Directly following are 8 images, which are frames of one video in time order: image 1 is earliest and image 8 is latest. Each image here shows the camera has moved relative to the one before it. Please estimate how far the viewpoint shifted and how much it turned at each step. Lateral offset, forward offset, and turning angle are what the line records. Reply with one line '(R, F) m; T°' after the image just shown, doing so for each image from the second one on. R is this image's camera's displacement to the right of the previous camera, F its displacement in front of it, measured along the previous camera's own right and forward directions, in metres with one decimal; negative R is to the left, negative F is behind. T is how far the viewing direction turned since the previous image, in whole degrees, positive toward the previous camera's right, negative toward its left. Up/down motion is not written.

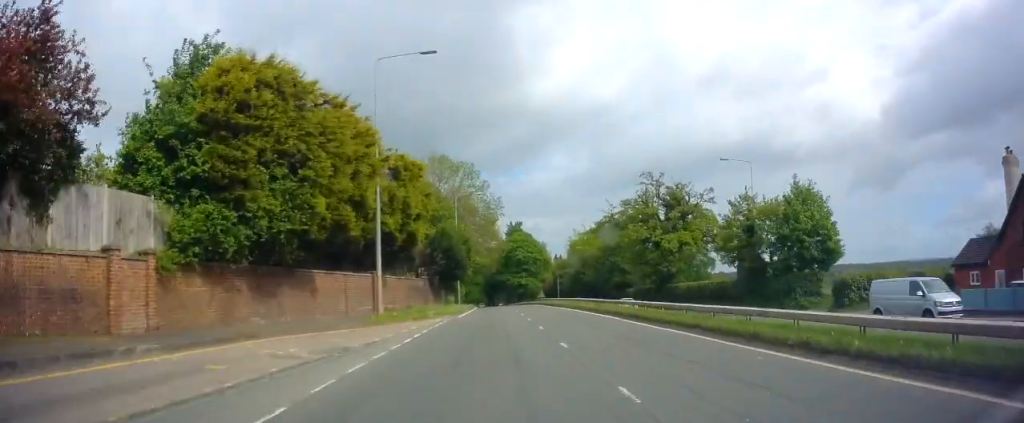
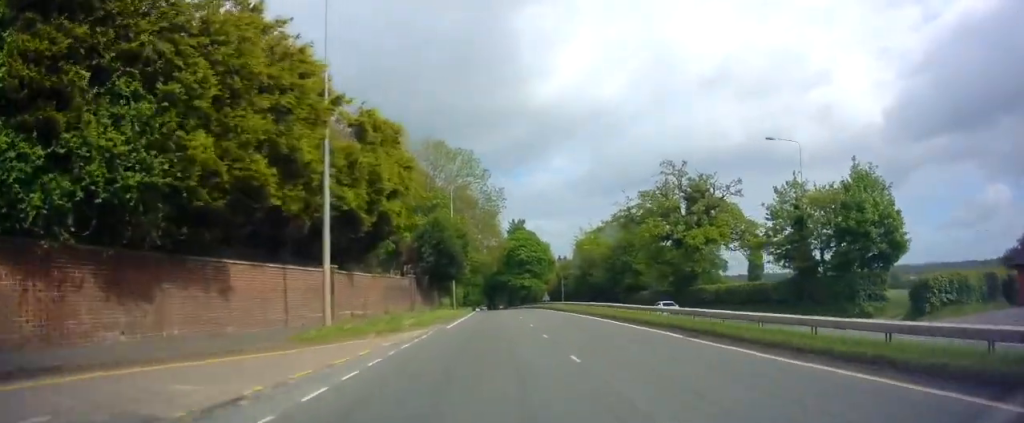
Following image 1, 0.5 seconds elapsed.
(0.0, +8.0) m; 0°
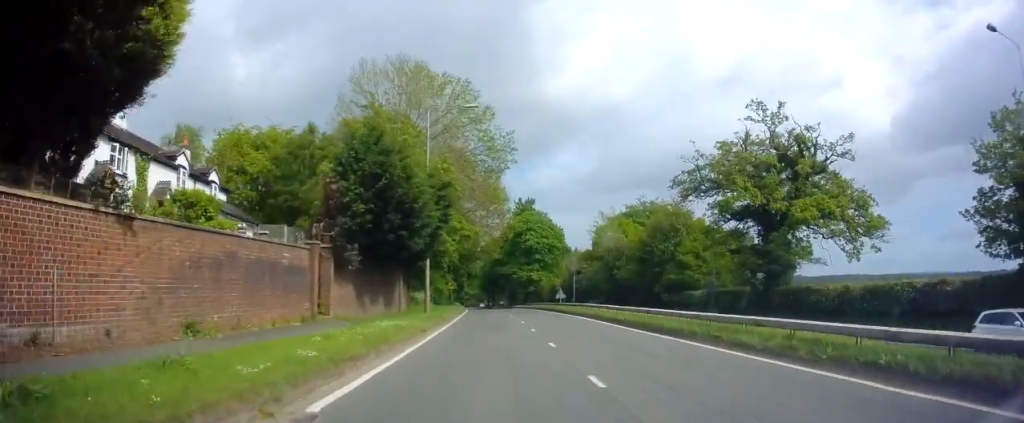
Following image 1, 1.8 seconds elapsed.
(0.0, +20.7) m; 0°
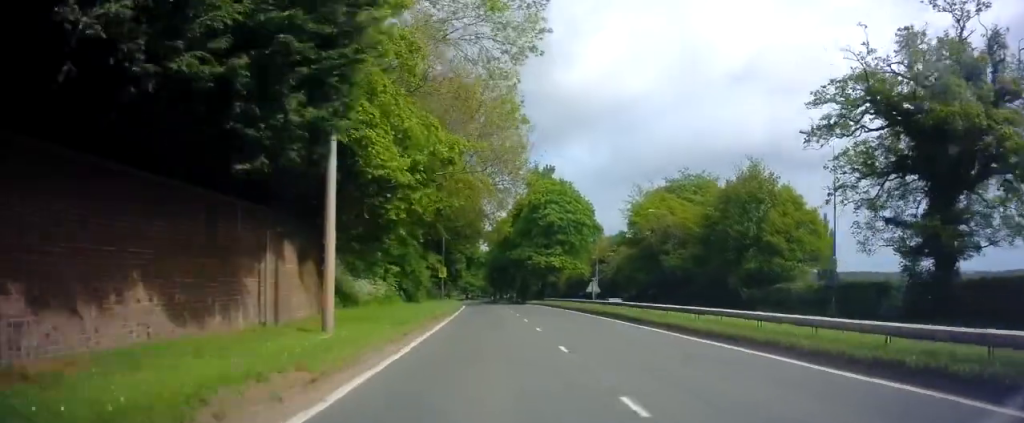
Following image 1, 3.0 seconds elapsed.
(0.0, +19.9) m; -1°
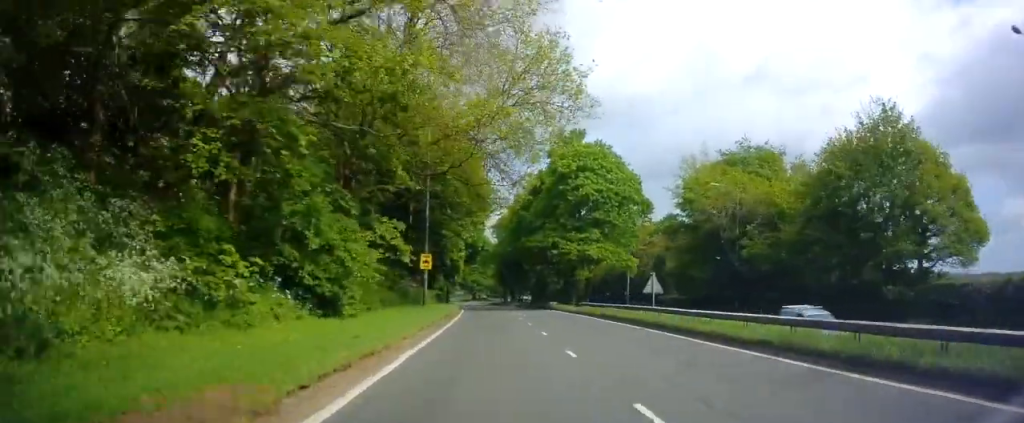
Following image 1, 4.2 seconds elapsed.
(-0.2, +18.2) m; -1°
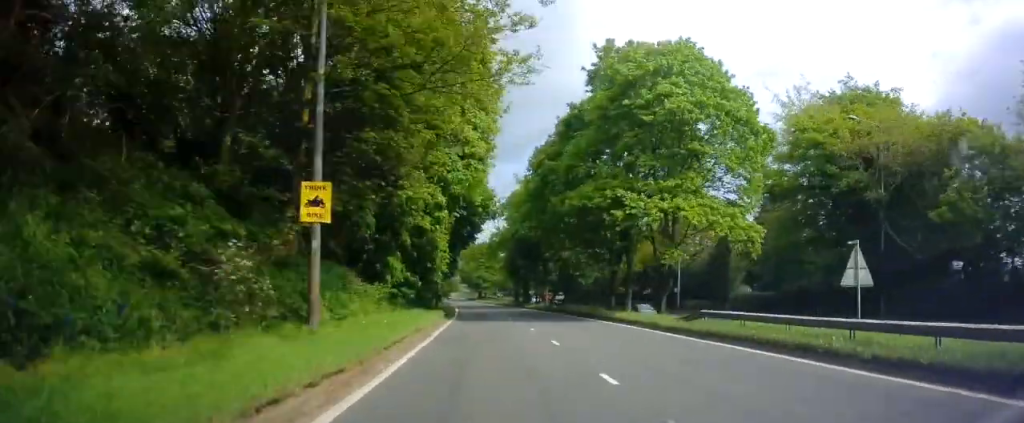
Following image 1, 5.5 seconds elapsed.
(-0.2, +21.3) m; 0°
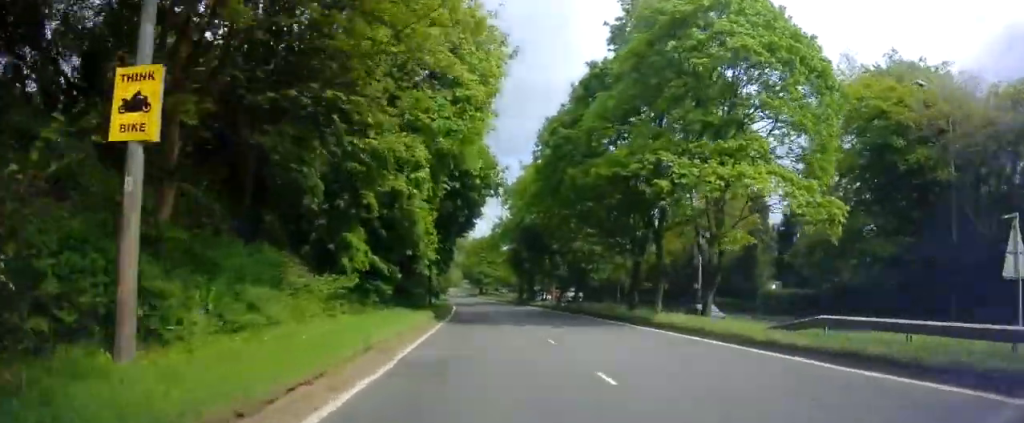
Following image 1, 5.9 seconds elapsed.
(0.0, +6.4) m; 0°
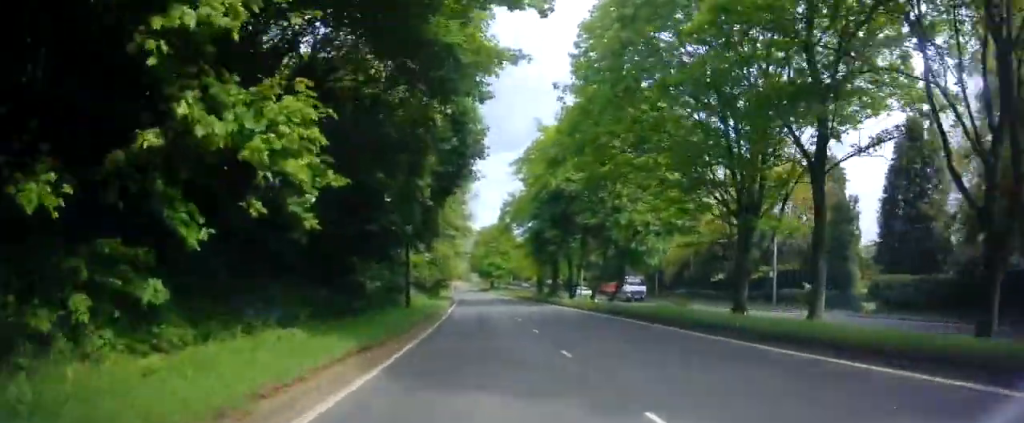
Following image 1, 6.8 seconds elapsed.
(0.0, +15.0) m; 0°
